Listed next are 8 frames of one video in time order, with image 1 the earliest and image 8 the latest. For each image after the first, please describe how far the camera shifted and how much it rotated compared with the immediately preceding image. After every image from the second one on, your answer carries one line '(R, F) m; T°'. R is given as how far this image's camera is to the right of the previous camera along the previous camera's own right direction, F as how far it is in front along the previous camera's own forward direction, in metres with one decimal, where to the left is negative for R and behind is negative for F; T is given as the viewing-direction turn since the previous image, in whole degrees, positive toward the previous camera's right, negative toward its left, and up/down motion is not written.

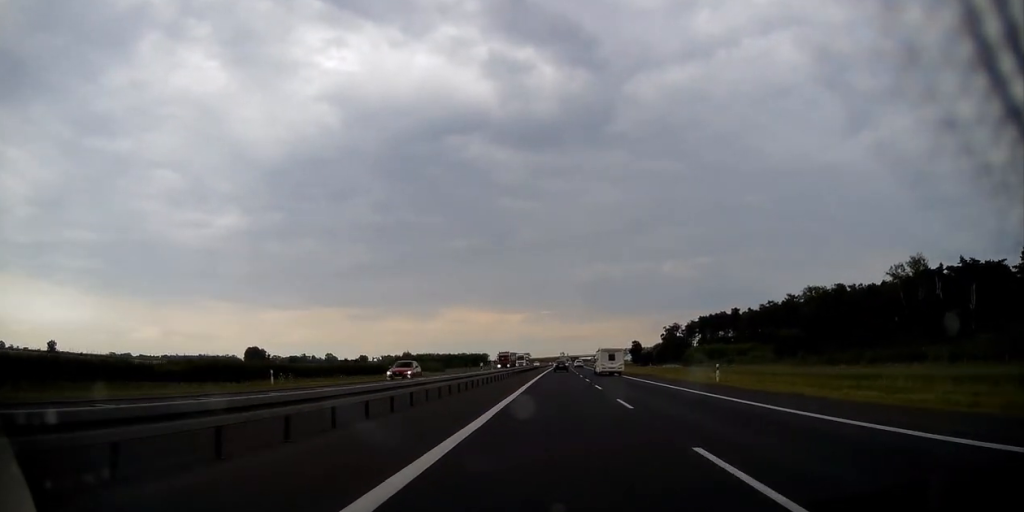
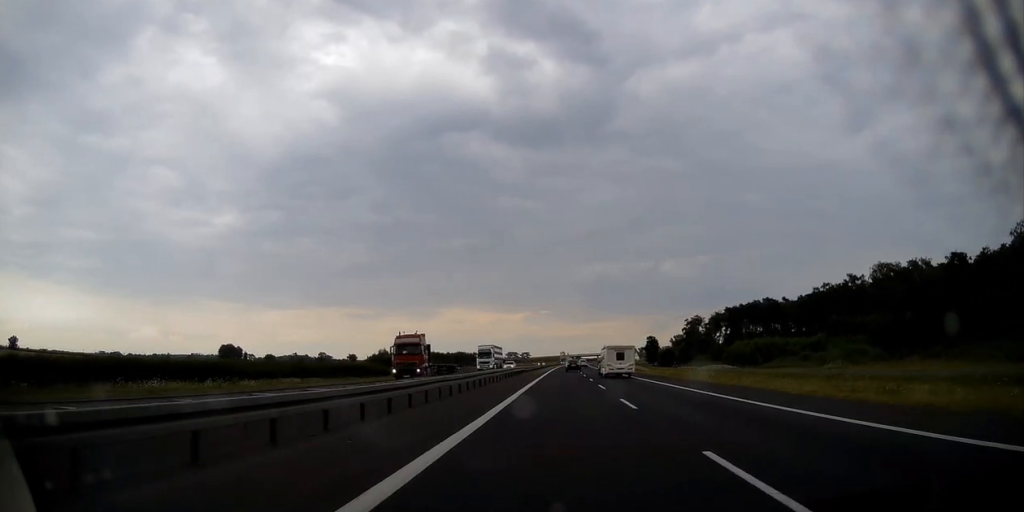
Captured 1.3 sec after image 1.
(+0.1, +47.9) m; 0°
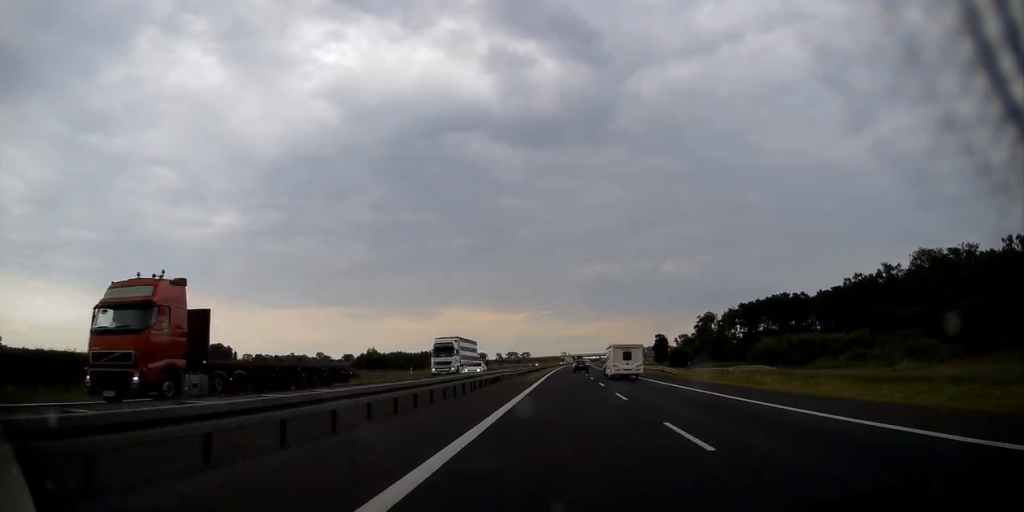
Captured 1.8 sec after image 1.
(0.0, +19.8) m; 0°
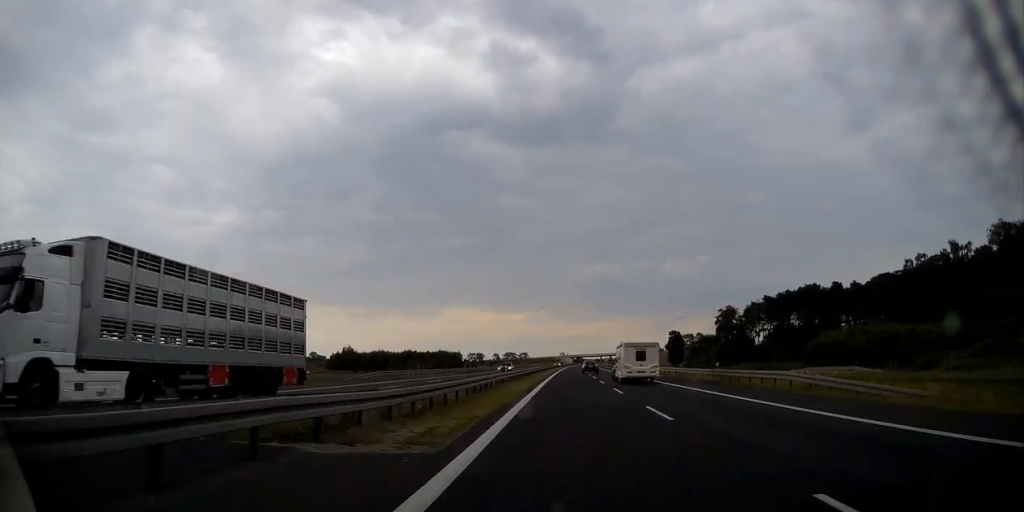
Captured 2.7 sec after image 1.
(-0.2, +31.3) m; 0°
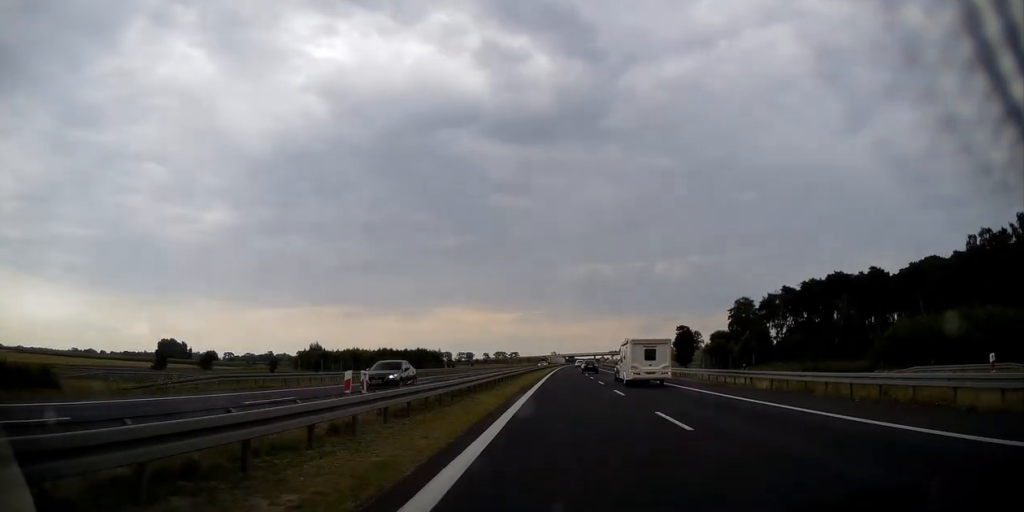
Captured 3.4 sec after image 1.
(+0.2, +27.2) m; 0°
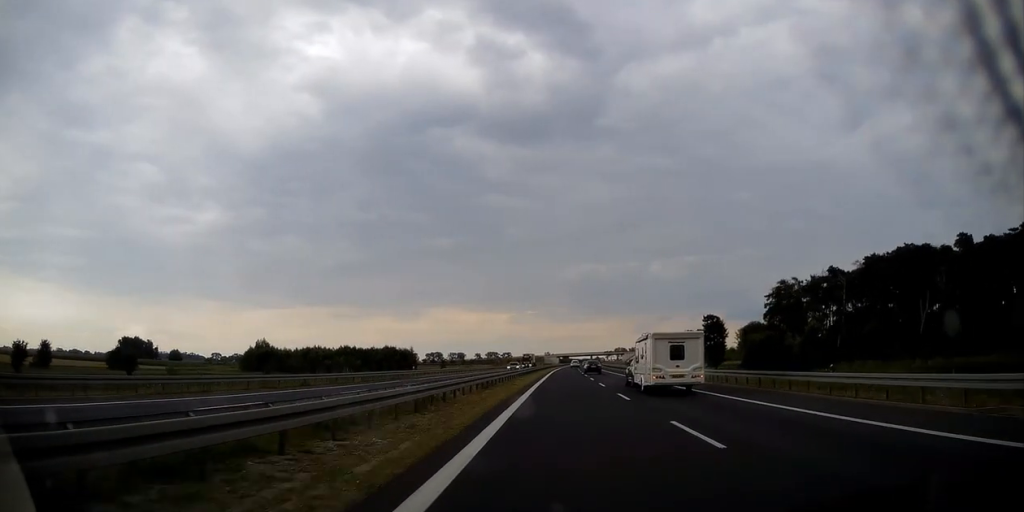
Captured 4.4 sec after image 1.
(+0.3, +42.6) m; +1°
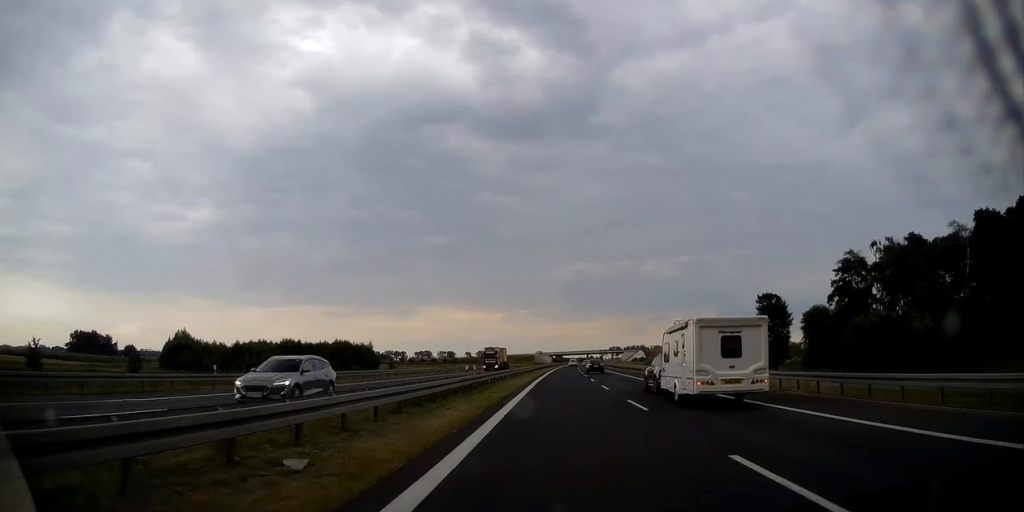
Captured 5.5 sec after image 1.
(+0.3, +50.1) m; +1°
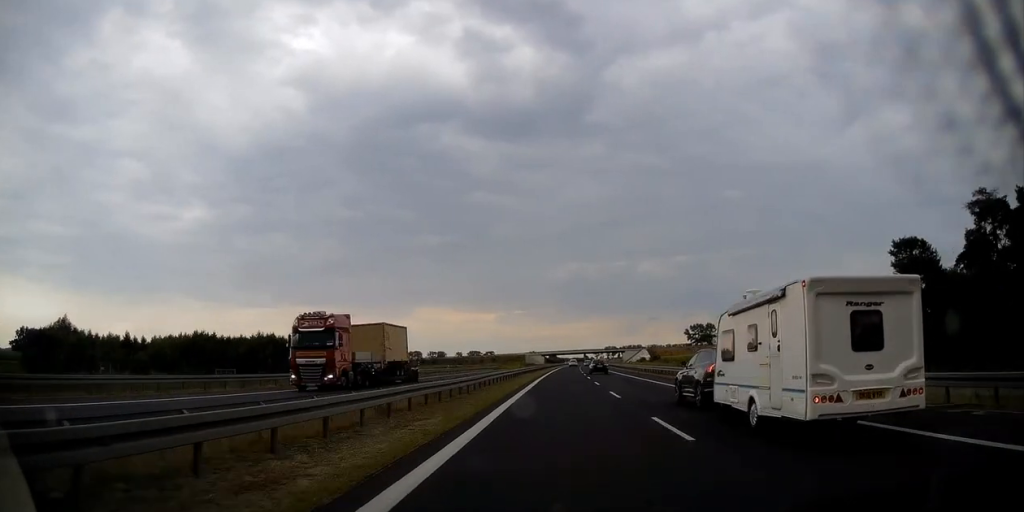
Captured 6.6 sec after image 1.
(+0.5, +55.8) m; +1°
